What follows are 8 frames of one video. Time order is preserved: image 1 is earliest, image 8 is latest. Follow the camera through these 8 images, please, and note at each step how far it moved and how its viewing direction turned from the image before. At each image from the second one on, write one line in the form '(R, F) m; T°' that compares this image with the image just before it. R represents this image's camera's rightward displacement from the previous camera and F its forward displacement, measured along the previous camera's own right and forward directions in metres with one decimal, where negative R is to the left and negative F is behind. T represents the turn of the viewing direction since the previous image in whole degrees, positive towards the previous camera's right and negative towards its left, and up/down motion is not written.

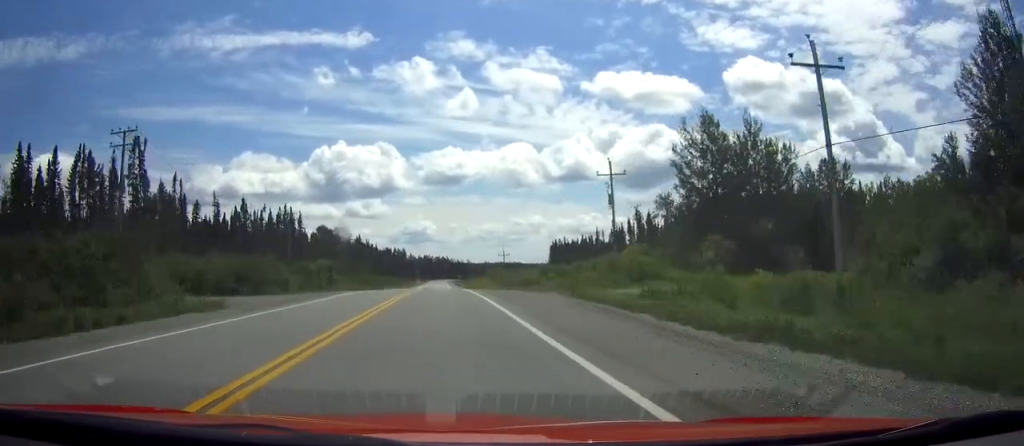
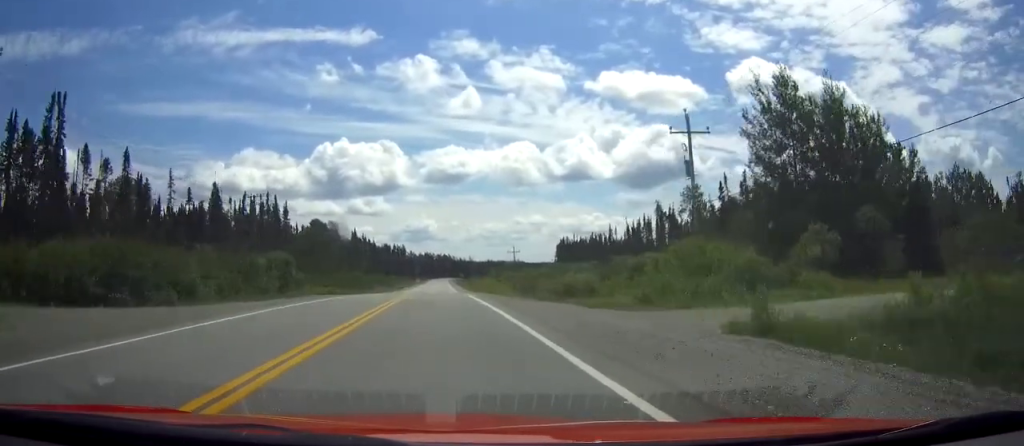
(0.0, +18.5) m; 0°
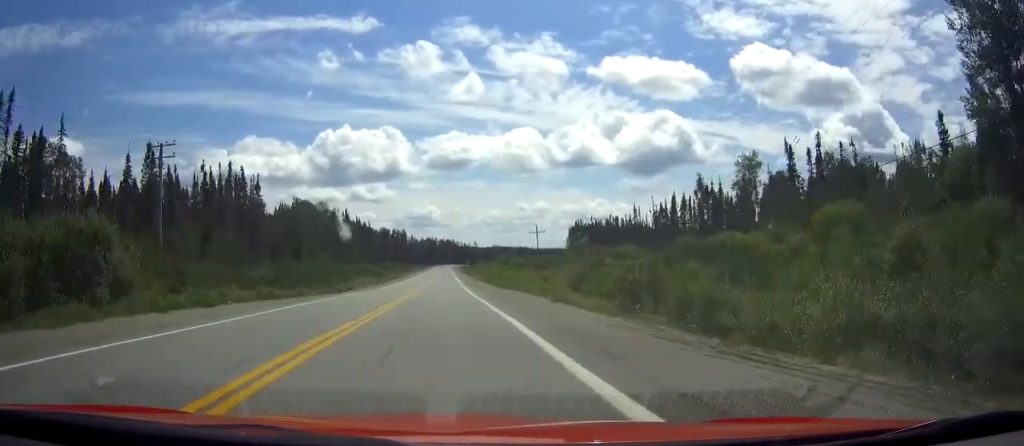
(0.0, +28.7) m; 0°
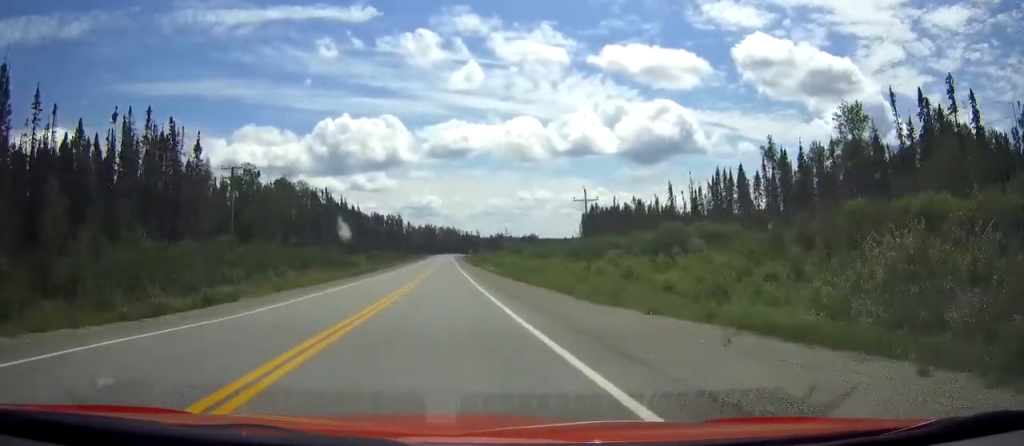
(-0.1, +35.6) m; 0°
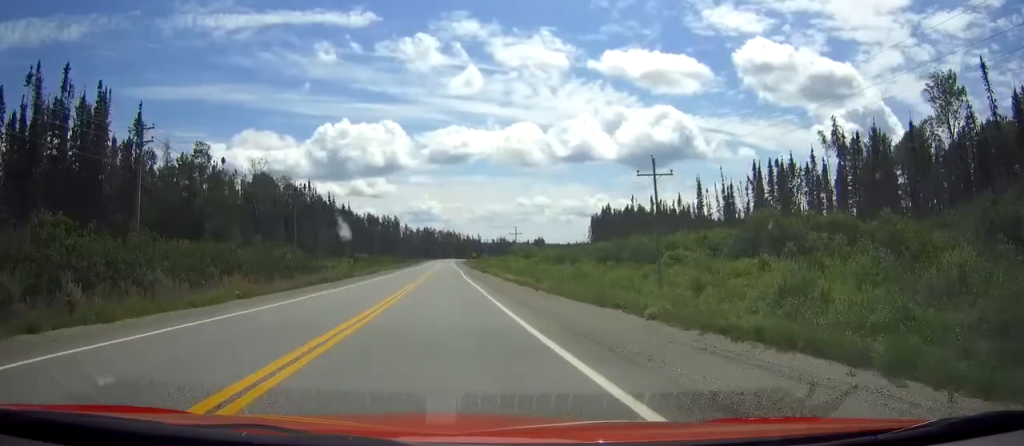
(-0.1, +22.3) m; 0°
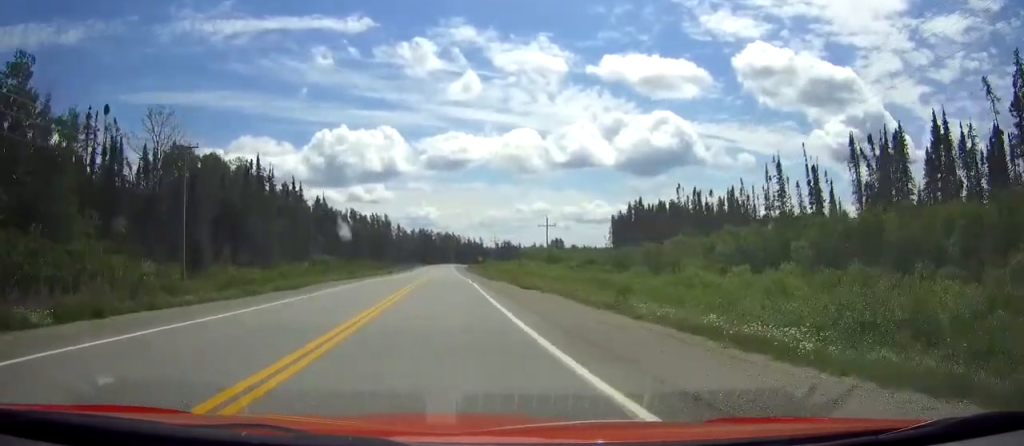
(0.0, +42.6) m; 0°
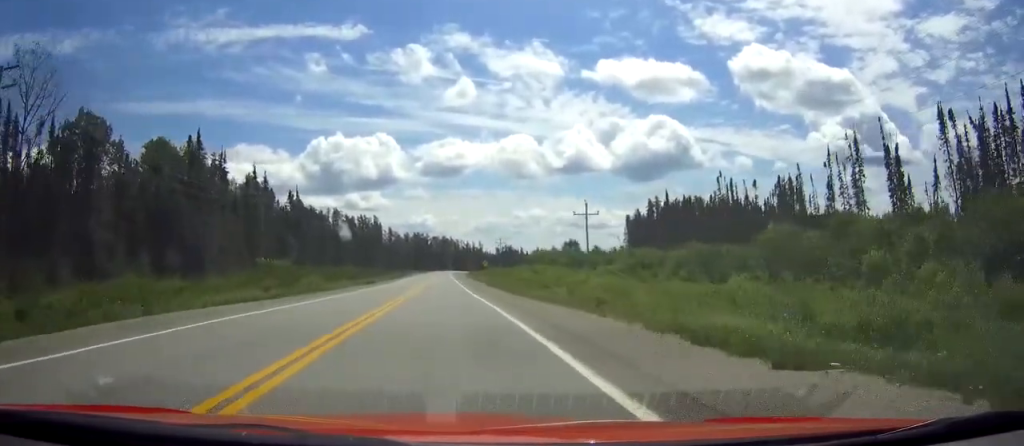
(+0.1, +27.5) m; 0°
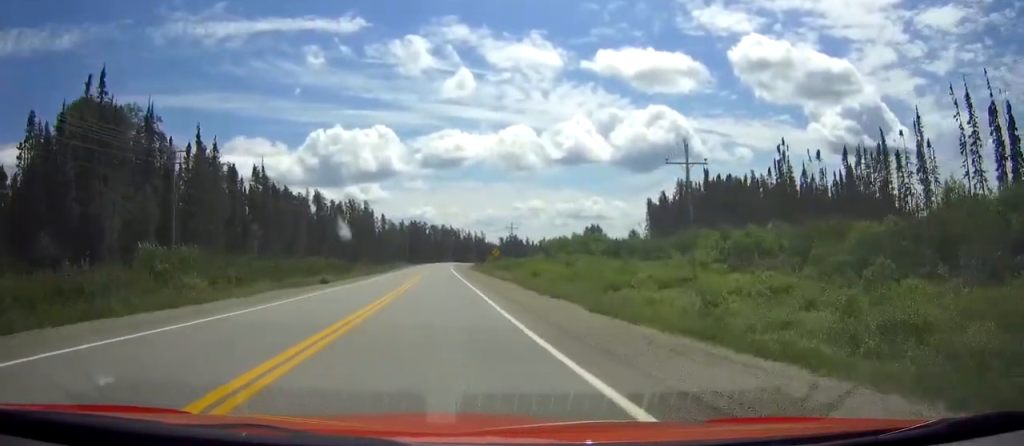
(0.0, +27.6) m; 0°
